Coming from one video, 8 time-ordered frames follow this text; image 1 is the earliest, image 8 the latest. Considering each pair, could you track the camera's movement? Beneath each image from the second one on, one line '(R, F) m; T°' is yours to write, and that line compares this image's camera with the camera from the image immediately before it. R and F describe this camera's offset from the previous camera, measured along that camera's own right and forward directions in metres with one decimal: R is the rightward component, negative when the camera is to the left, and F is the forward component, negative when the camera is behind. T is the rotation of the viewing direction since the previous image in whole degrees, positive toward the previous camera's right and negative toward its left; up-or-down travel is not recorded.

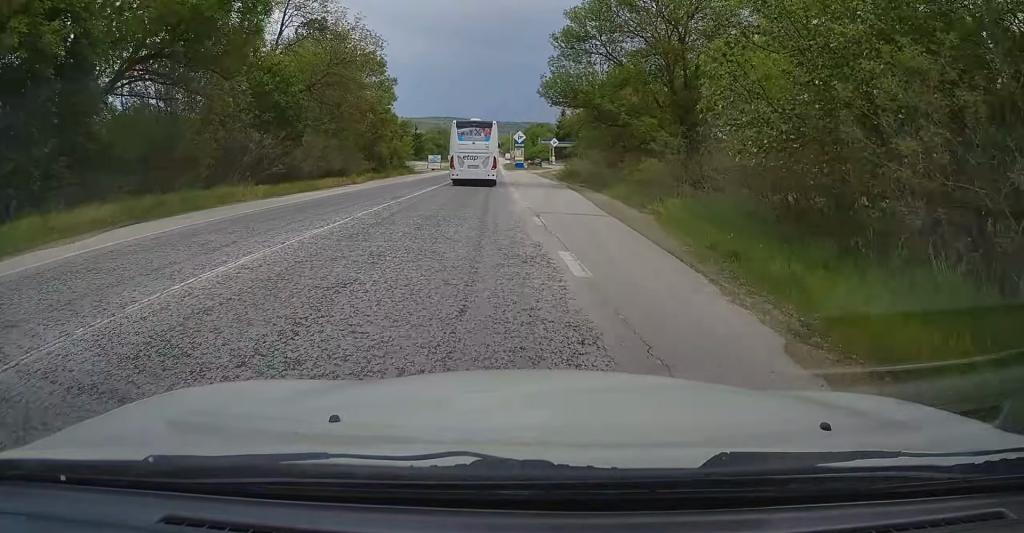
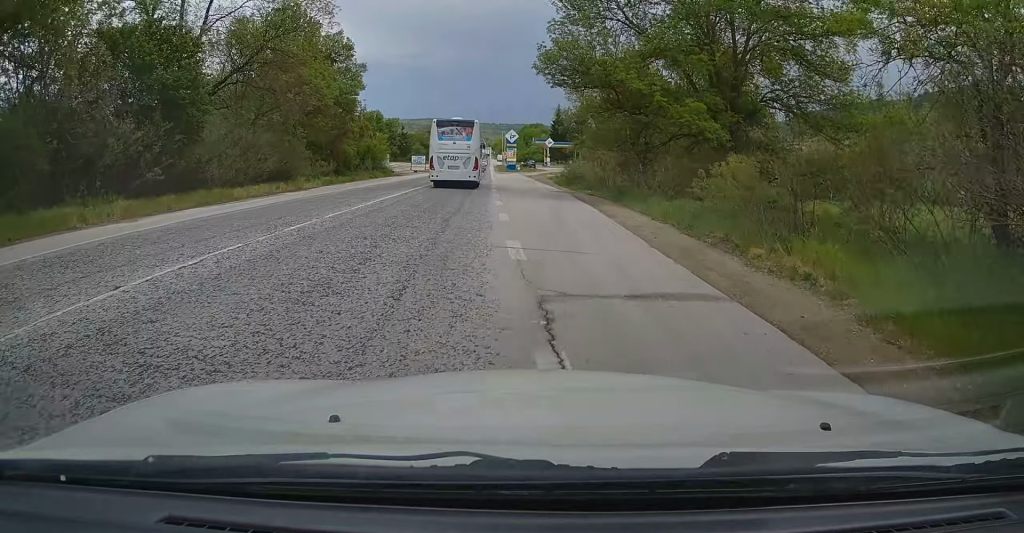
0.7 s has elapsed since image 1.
(+0.2, +10.5) m; +1°
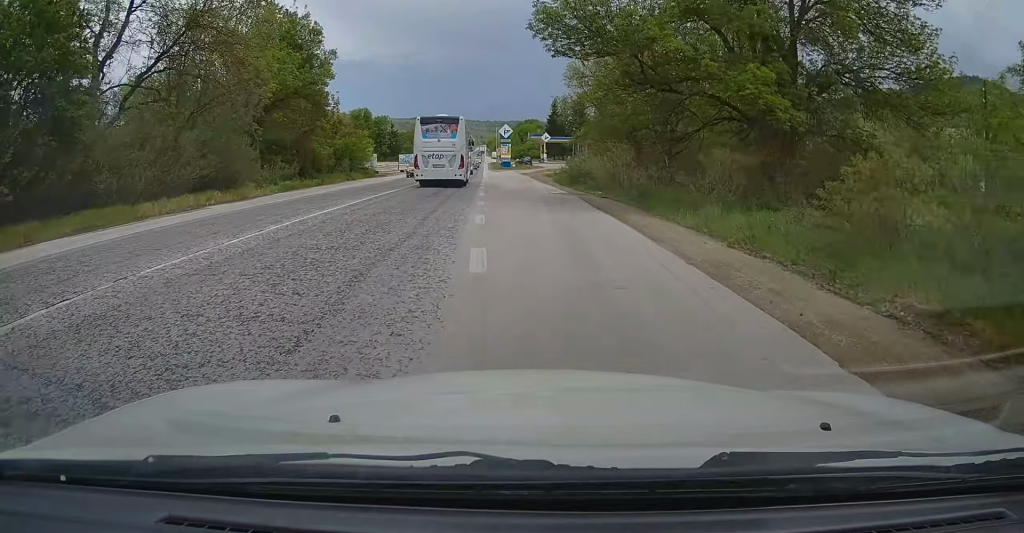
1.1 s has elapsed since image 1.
(+0.1, +7.3) m; 0°
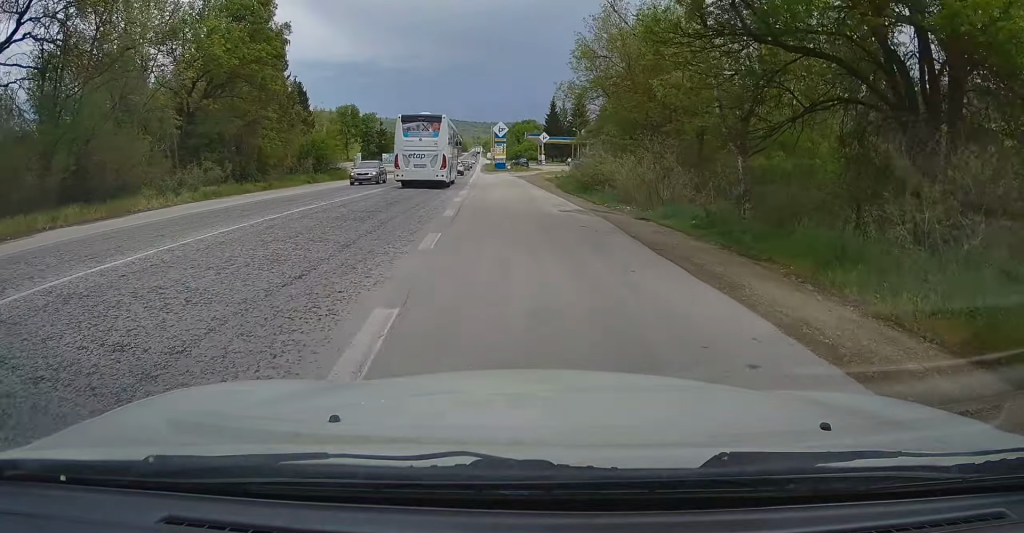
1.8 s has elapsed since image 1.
(0.0, +9.7) m; -1°
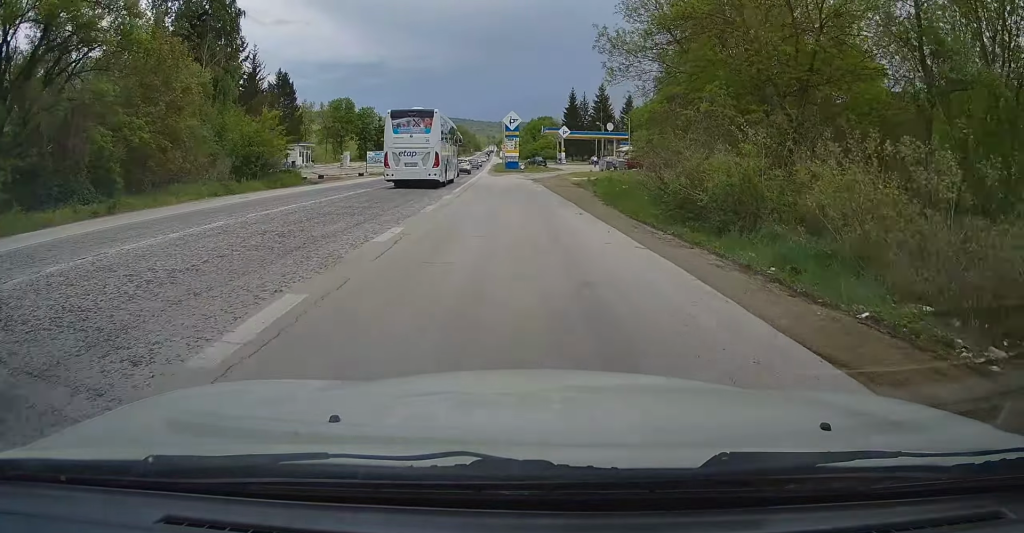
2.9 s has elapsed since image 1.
(-0.1, +17.2) m; 0°
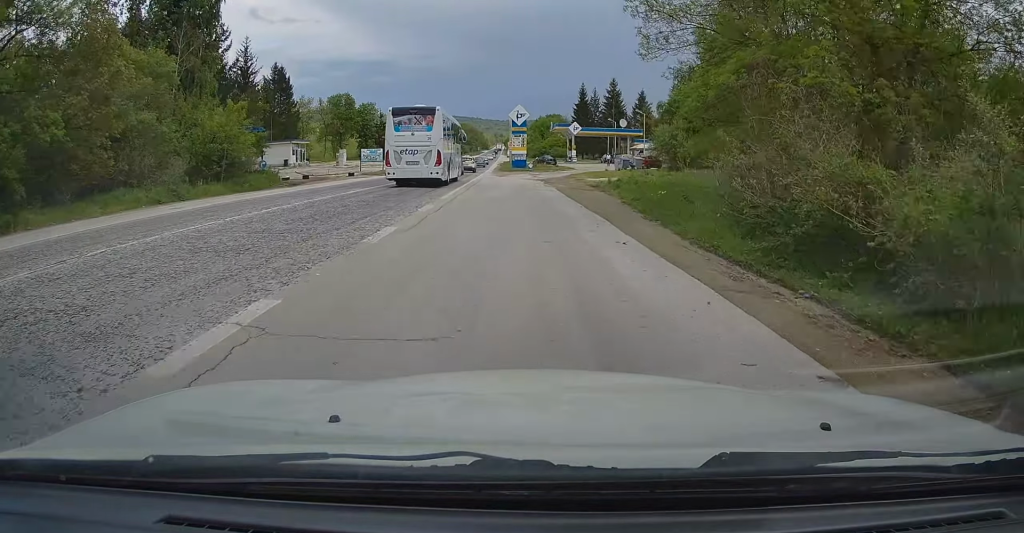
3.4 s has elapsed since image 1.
(+0.1, +6.0) m; 0°
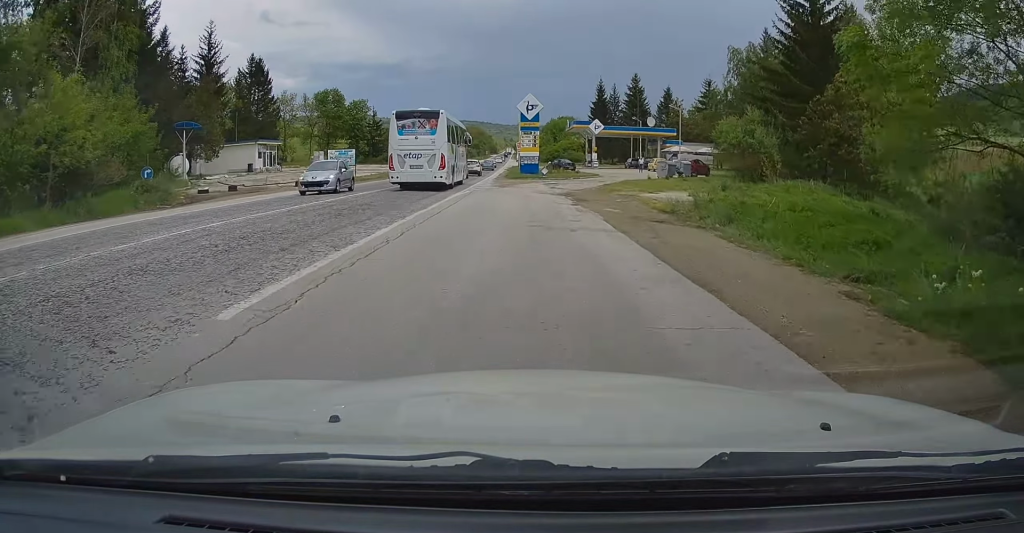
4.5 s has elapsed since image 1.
(+0.1, +14.9) m; -1°
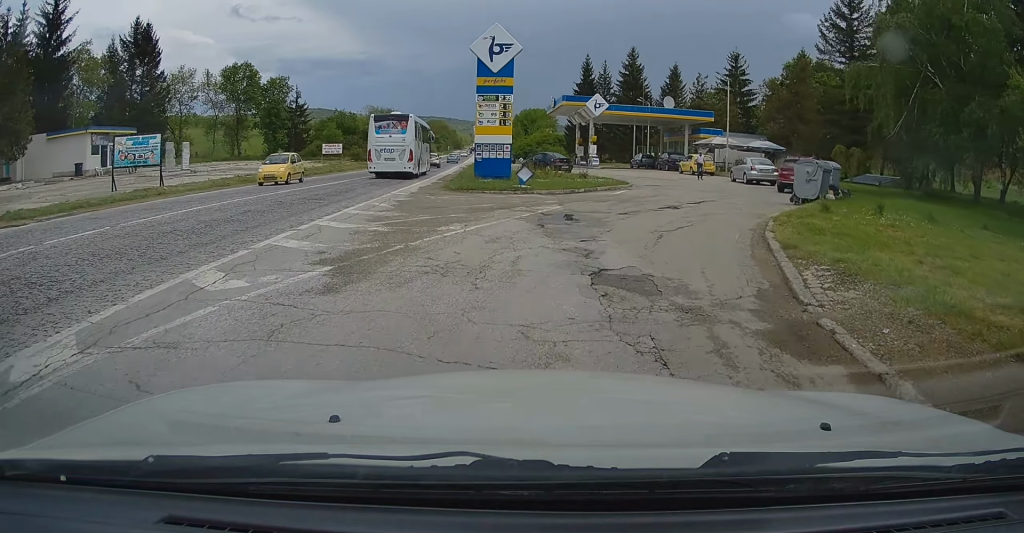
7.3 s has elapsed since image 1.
(-0.5, +26.4) m; +4°
